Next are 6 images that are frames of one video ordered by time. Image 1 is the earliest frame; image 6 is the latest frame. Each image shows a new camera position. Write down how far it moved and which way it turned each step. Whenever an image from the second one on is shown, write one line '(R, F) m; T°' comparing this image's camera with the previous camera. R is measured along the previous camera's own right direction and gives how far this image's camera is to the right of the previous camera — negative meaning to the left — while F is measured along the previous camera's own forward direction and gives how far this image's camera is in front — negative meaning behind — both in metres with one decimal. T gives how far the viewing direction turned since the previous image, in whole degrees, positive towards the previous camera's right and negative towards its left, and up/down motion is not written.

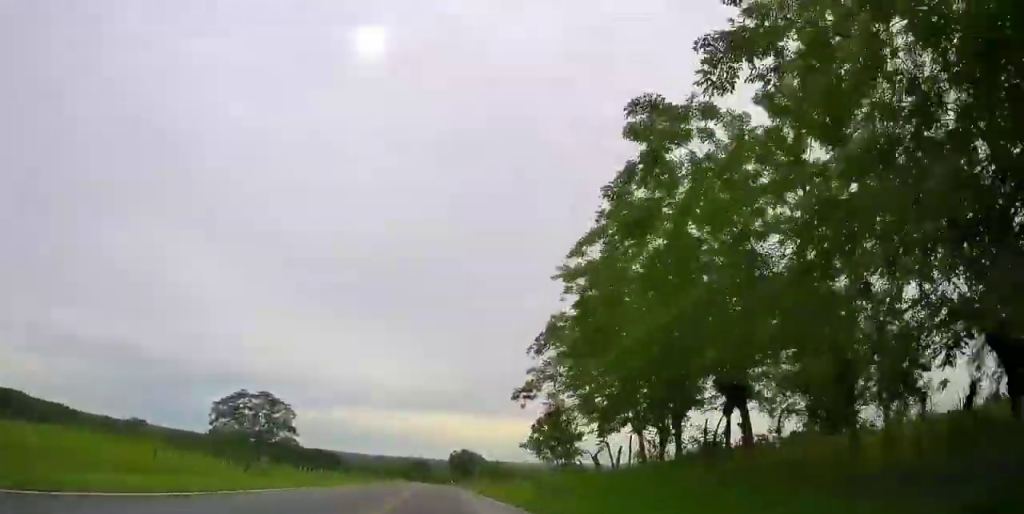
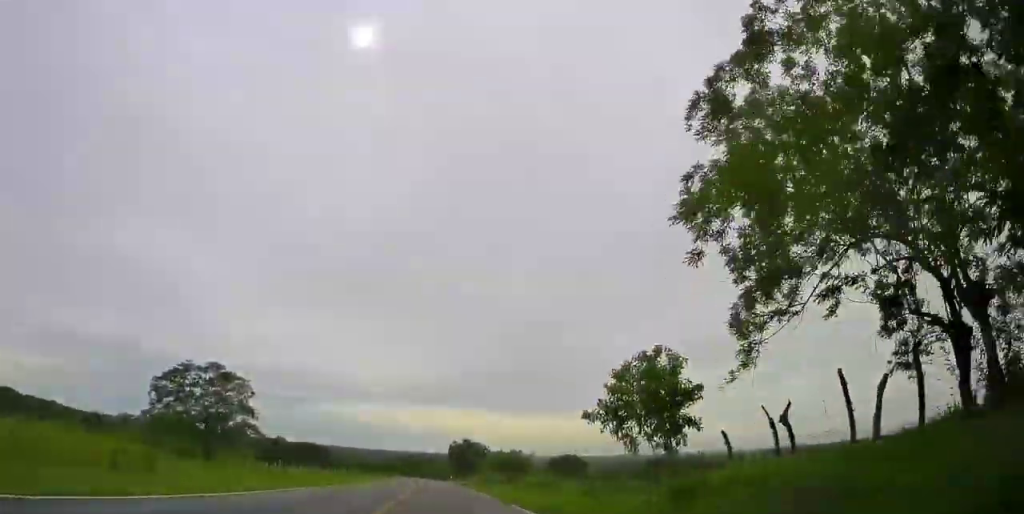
(+0.2, +16.7) m; +1°
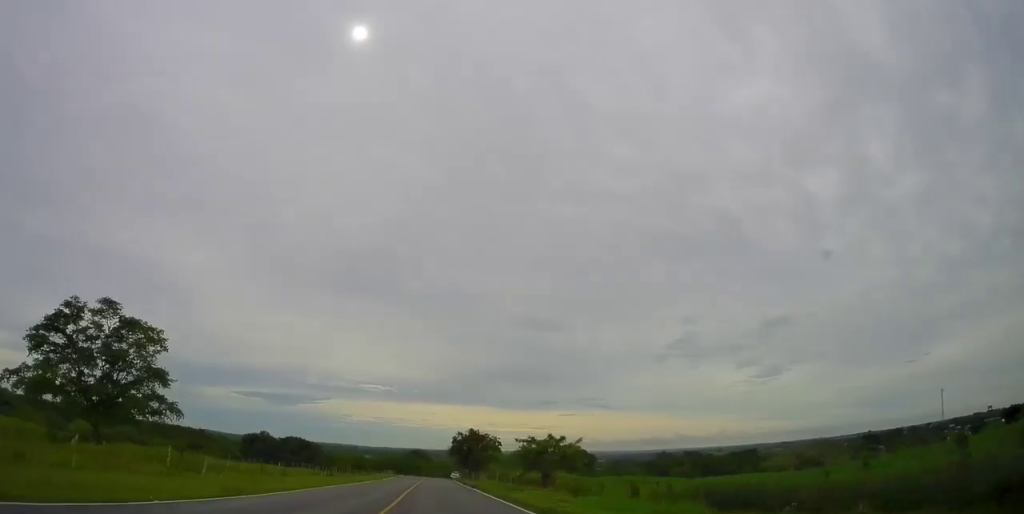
(+0.1, +19.7) m; 0°
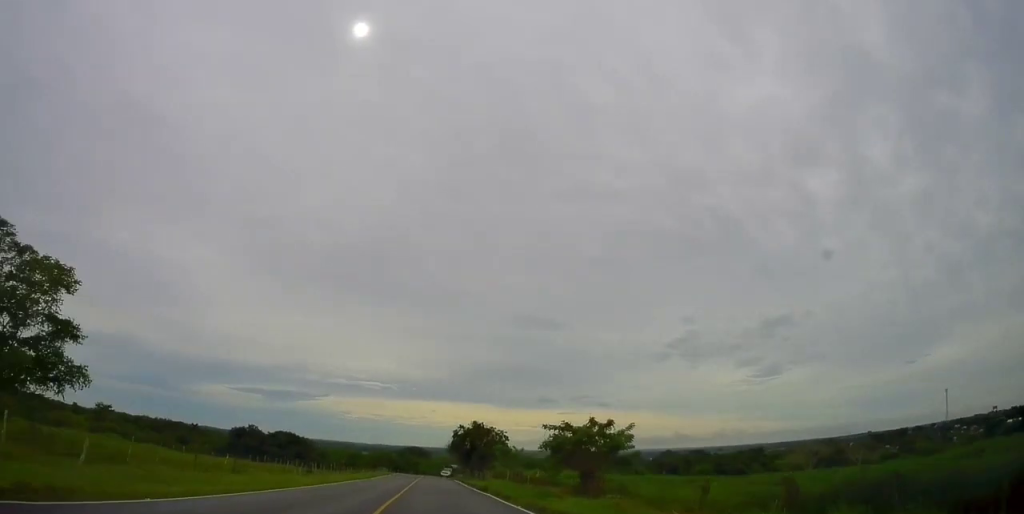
(0.0, +11.4) m; 0°
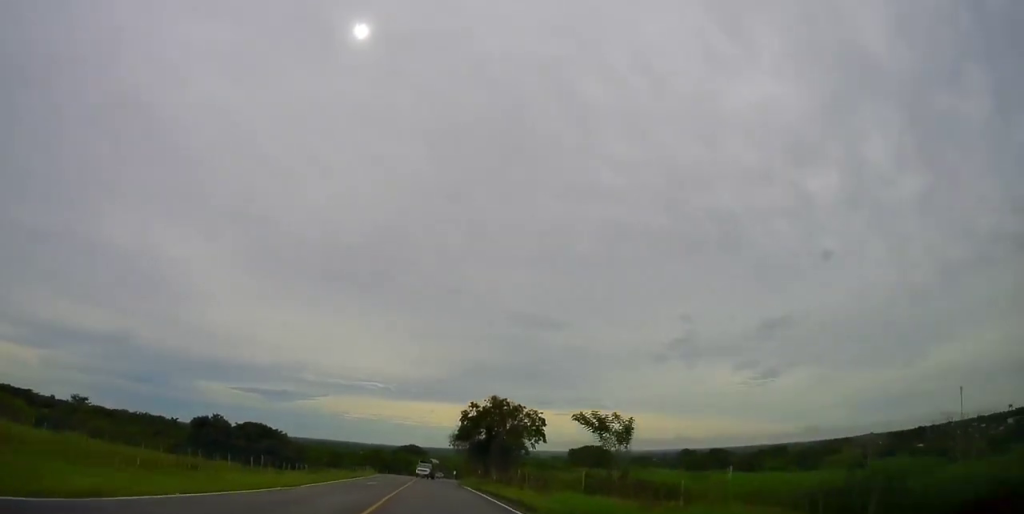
(0.0, +29.9) m; 0°
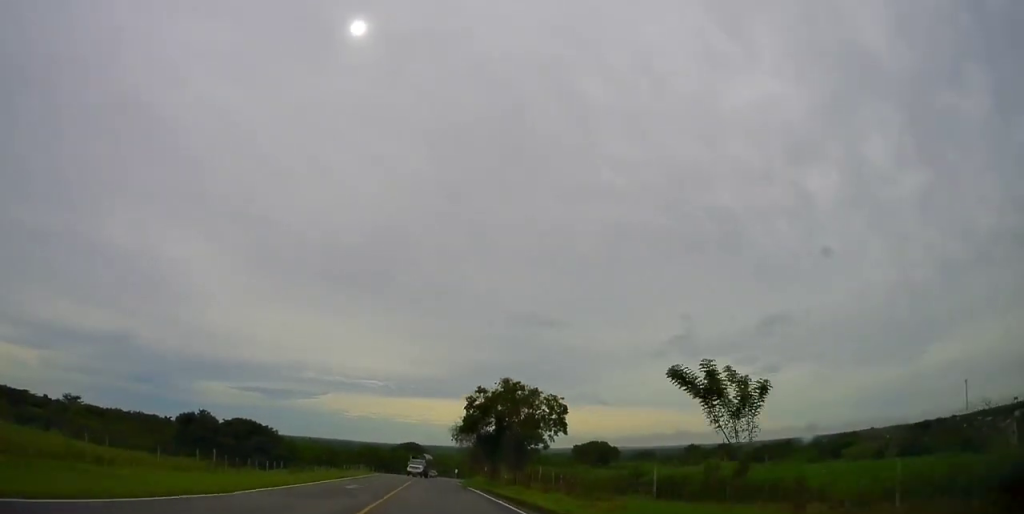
(0.0, +9.3) m; 0°
